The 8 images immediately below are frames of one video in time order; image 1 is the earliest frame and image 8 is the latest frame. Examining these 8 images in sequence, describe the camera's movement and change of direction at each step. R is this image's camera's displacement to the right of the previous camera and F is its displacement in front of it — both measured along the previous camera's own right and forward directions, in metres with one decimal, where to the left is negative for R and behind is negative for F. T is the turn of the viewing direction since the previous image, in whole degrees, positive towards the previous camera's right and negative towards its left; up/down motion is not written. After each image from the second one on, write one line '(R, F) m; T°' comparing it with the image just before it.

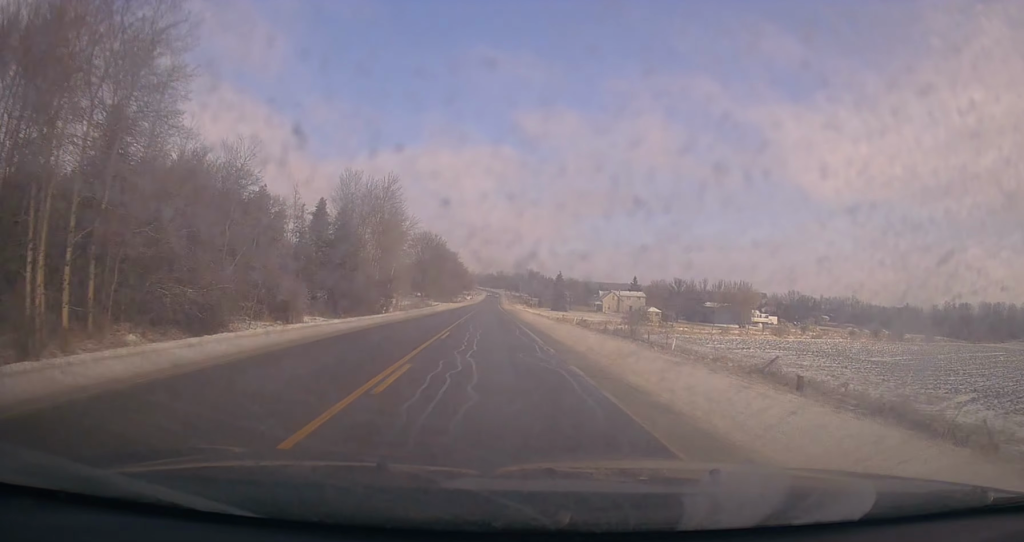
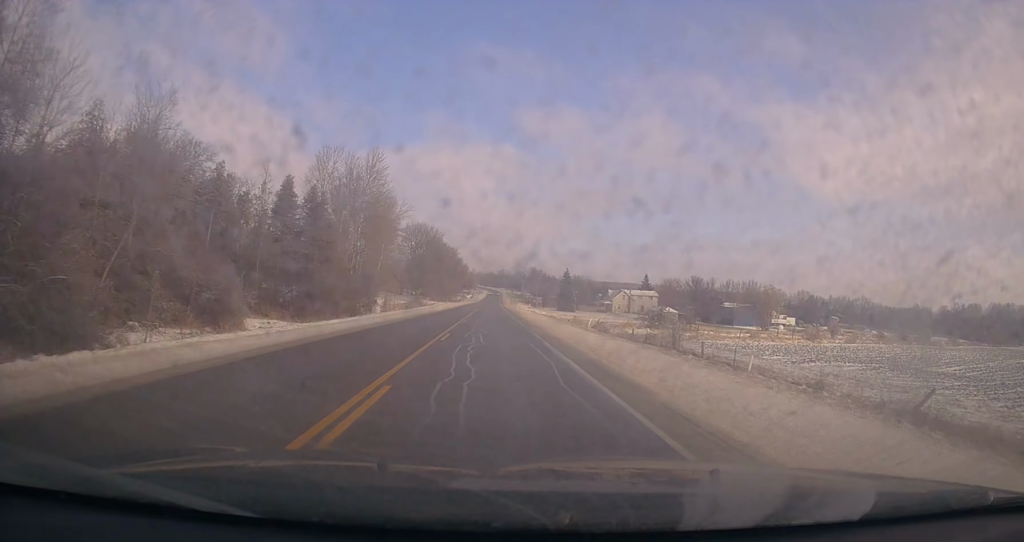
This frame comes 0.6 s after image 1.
(+0.1, +13.9) m; 0°
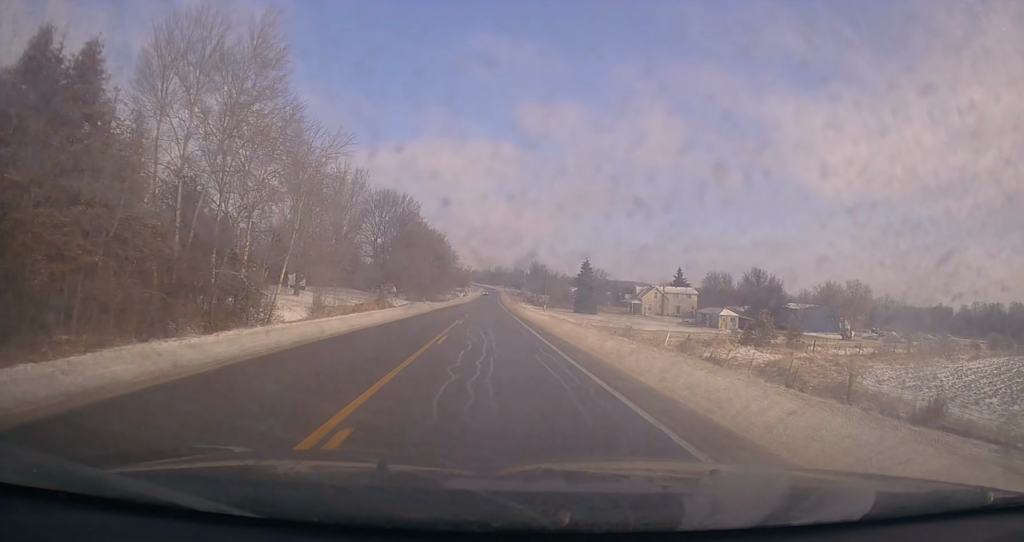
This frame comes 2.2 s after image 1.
(-0.2, +36.9) m; -1°
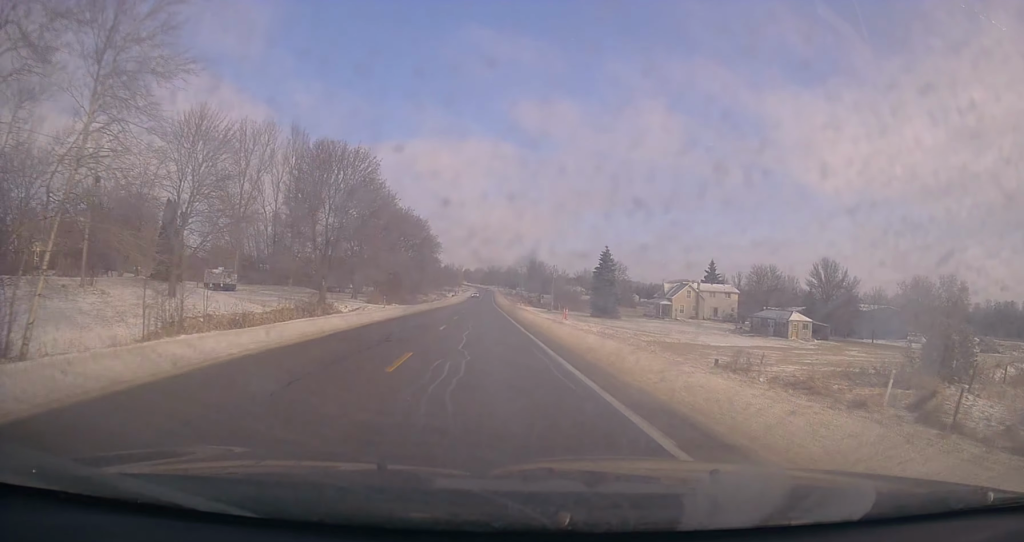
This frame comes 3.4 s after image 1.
(0.0, +28.6) m; +1°
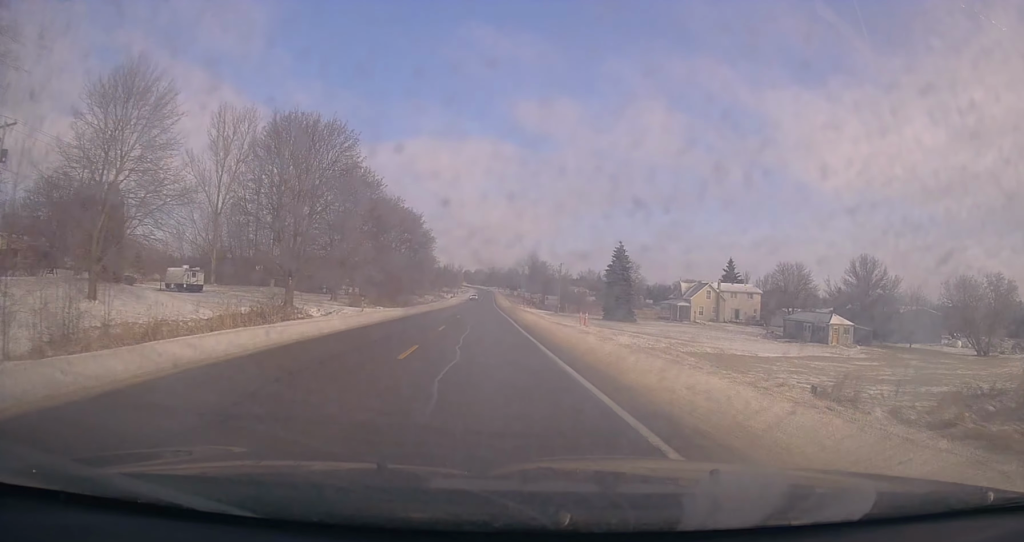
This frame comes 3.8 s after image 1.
(+0.1, +9.8) m; 0°
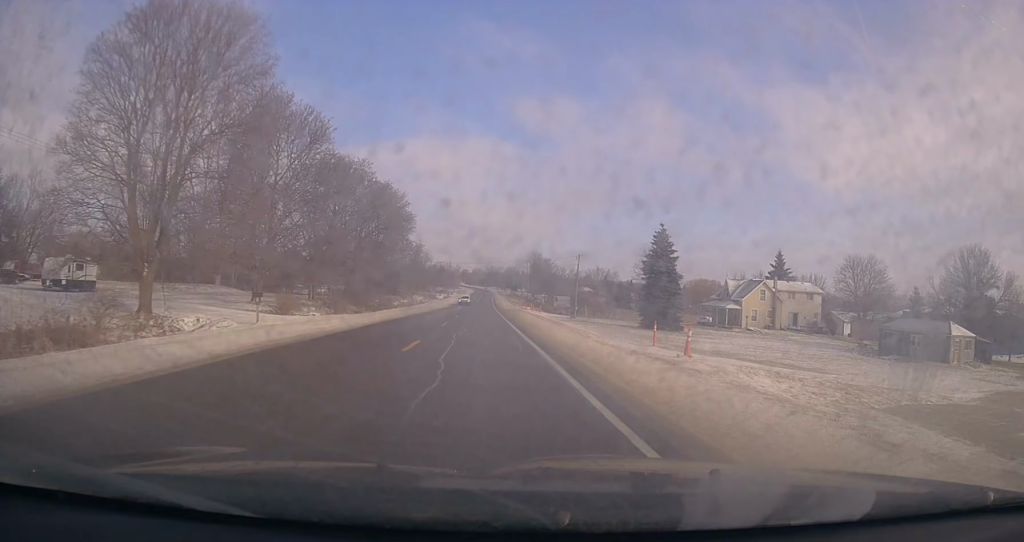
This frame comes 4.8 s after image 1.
(0.0, +22.3) m; 0°
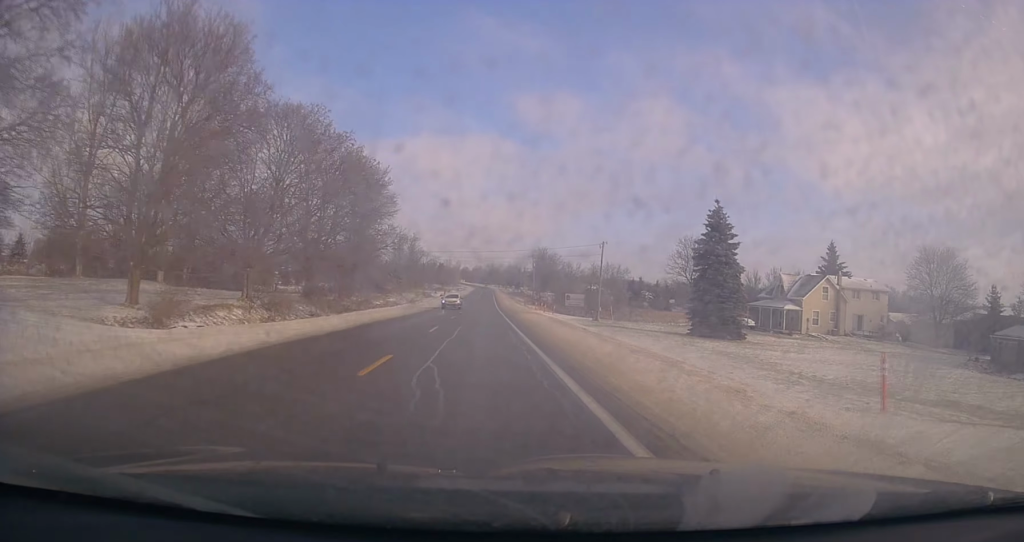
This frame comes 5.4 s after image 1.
(+0.1, +16.3) m; 0°
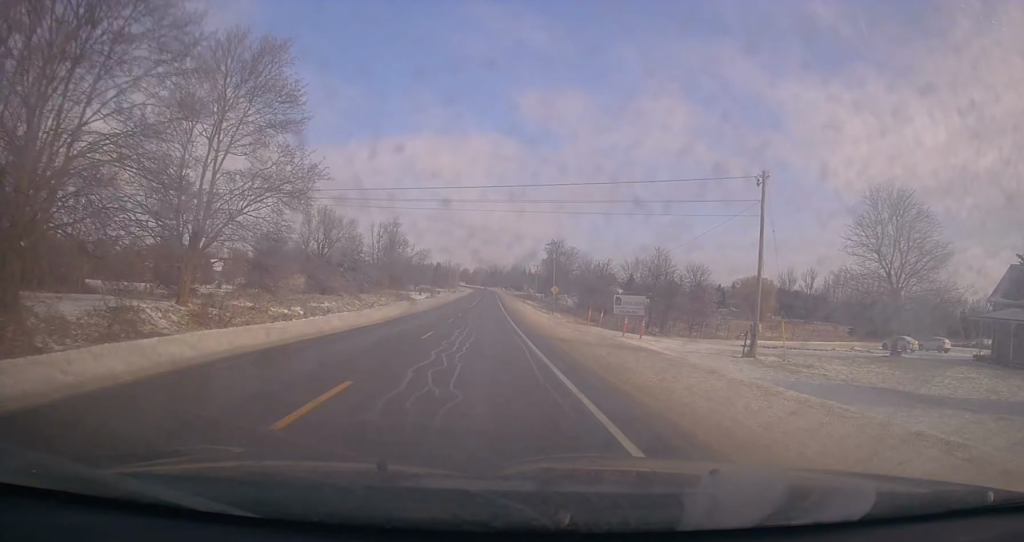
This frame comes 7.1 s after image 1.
(+0.5, +39.2) m; 0°
